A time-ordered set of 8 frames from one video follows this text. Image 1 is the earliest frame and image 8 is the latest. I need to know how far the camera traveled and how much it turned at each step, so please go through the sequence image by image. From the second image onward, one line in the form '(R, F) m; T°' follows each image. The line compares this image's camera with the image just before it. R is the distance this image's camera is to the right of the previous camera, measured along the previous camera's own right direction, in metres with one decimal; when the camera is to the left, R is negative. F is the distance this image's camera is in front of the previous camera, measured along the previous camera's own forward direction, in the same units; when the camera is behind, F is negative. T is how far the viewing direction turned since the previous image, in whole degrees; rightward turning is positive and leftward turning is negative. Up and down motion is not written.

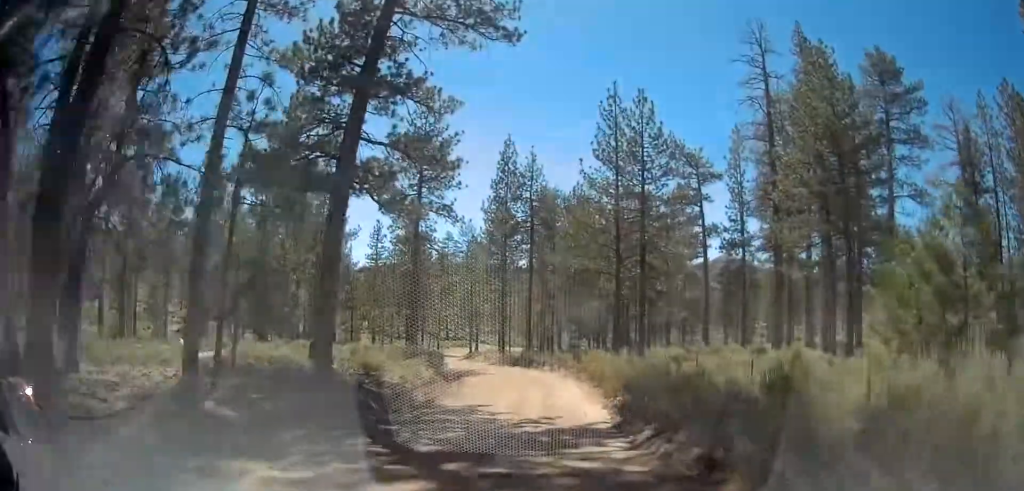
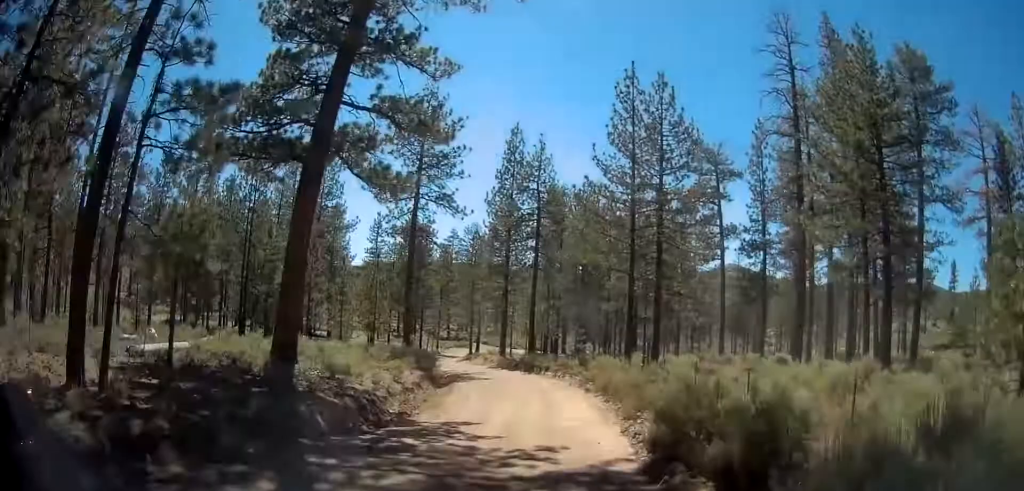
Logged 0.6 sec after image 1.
(0.0, +3.9) m; -5°
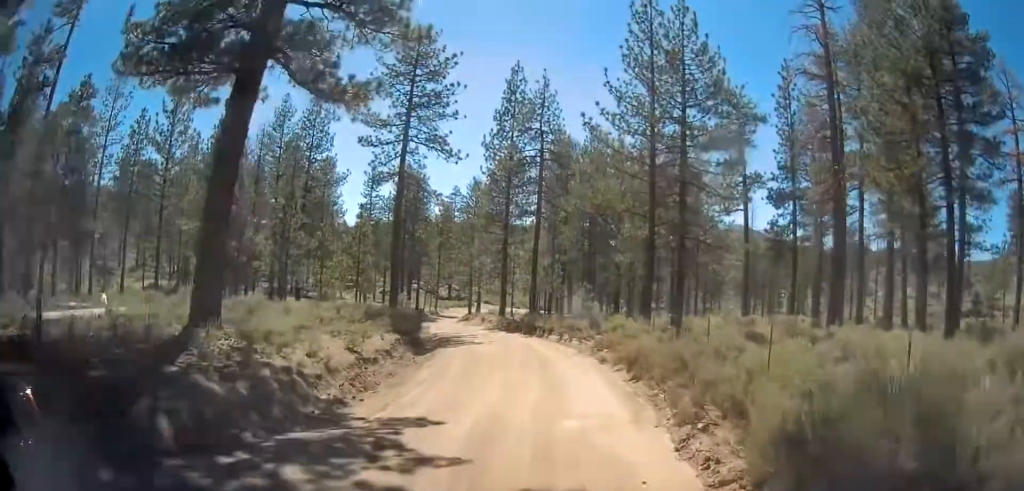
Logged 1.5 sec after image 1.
(-0.5, +5.8) m; -4°
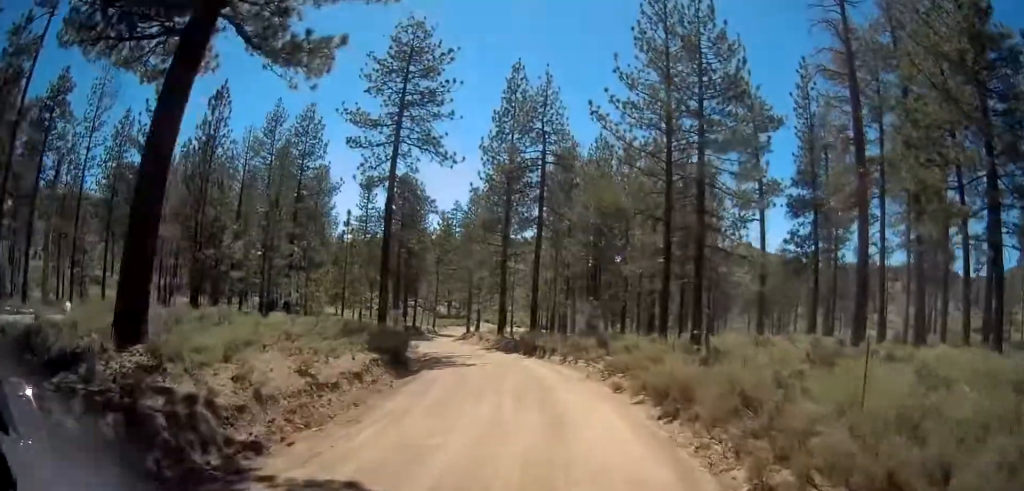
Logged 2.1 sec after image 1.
(0.0, +3.7) m; -1°
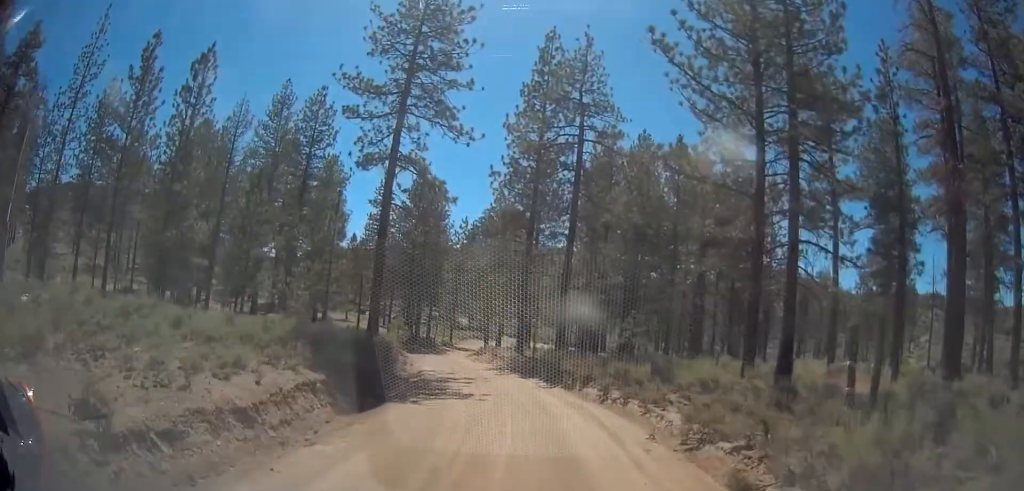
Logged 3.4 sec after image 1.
(-0.1, +8.1) m; -4°
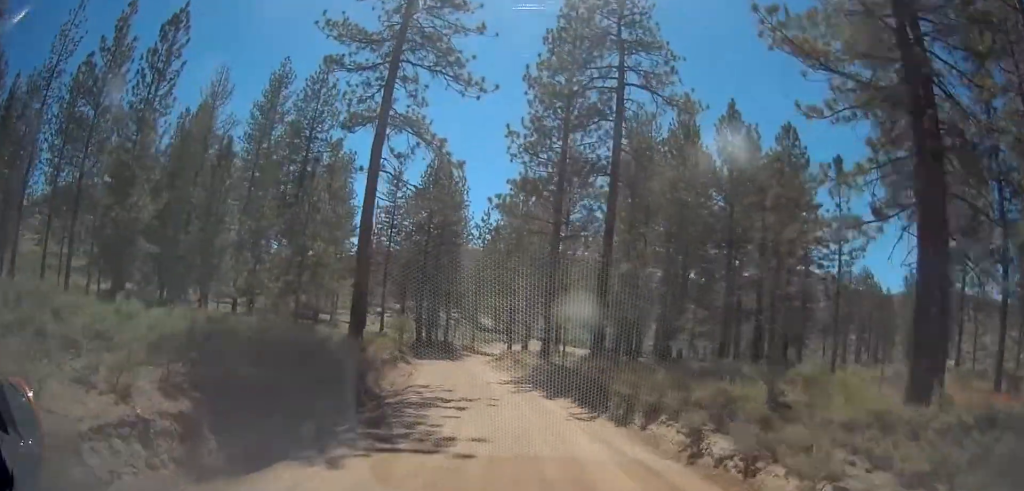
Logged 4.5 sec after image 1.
(-0.3, +7.5) m; -4°
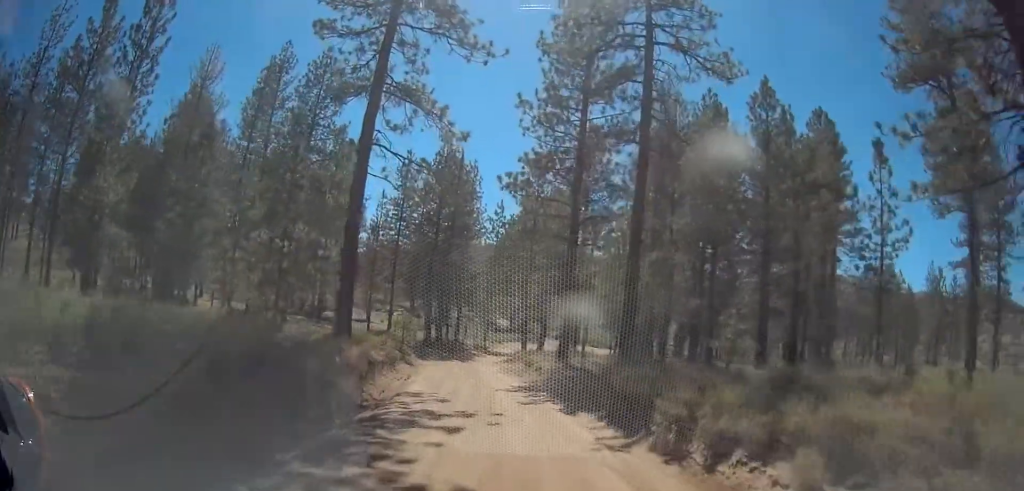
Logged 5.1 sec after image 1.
(0.0, +3.7) m; -1°
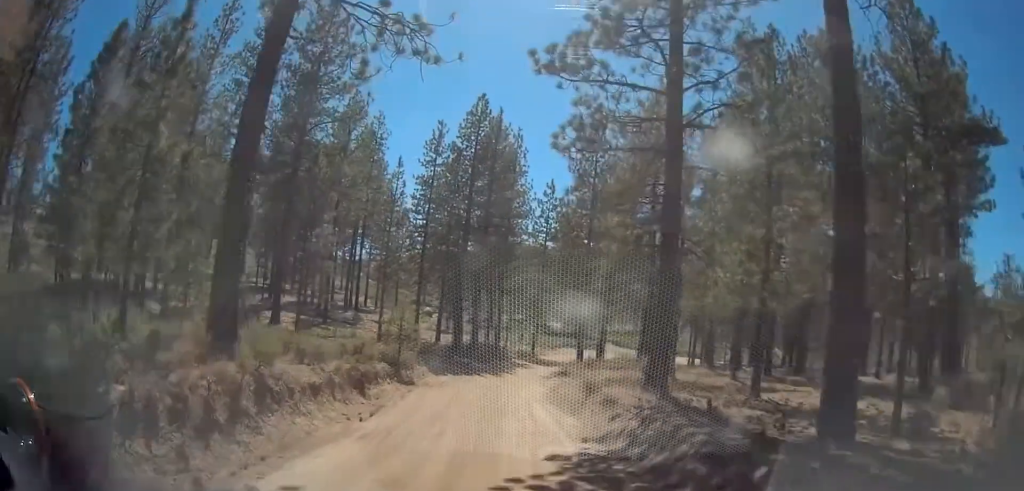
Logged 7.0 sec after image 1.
(-0.1, +12.0) m; -3°
